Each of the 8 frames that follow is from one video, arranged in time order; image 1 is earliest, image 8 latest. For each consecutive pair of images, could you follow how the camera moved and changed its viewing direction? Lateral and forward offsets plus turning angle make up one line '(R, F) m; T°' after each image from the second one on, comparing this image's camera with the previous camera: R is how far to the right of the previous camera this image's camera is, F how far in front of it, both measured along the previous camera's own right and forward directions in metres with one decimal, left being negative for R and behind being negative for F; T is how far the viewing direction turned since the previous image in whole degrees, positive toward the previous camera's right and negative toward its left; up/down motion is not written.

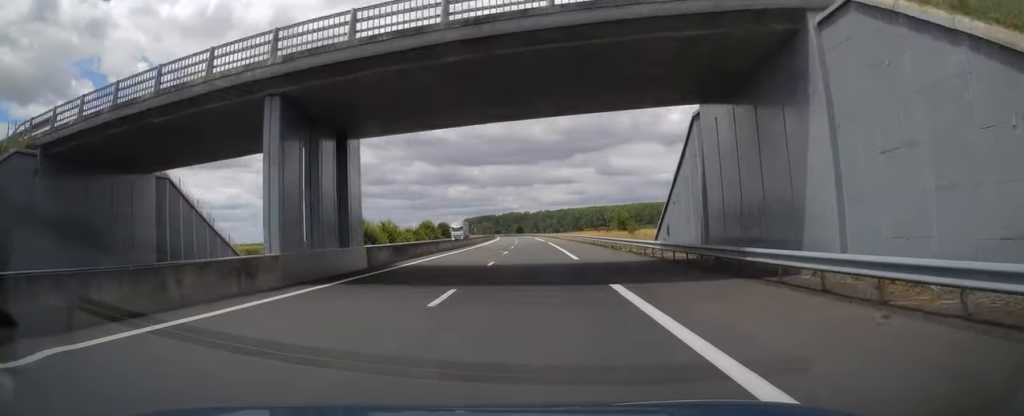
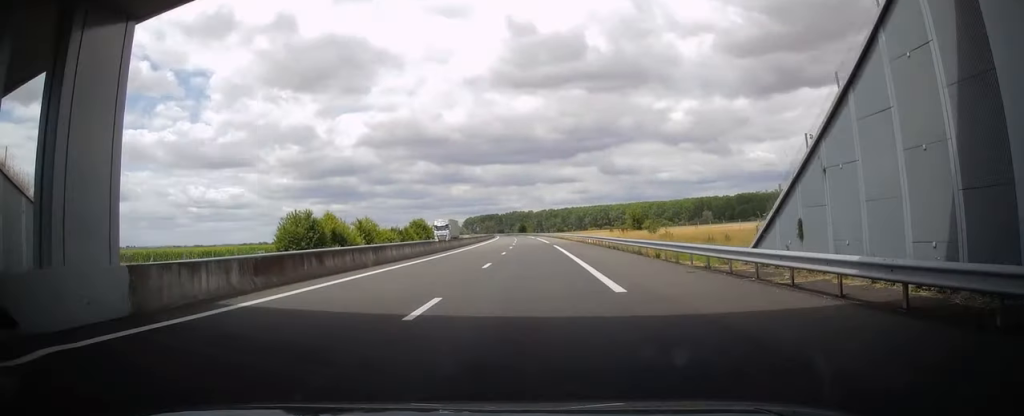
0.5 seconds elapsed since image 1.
(0.0, +14.7) m; 0°
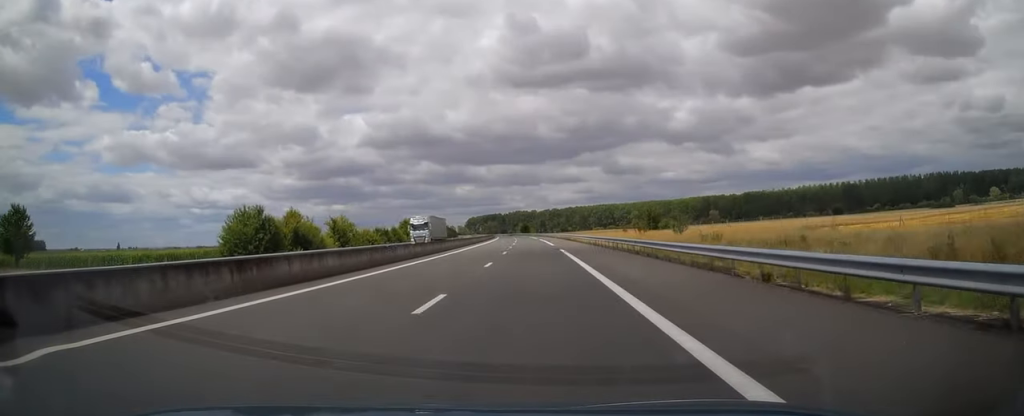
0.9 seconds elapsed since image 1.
(+0.1, +12.3) m; 0°
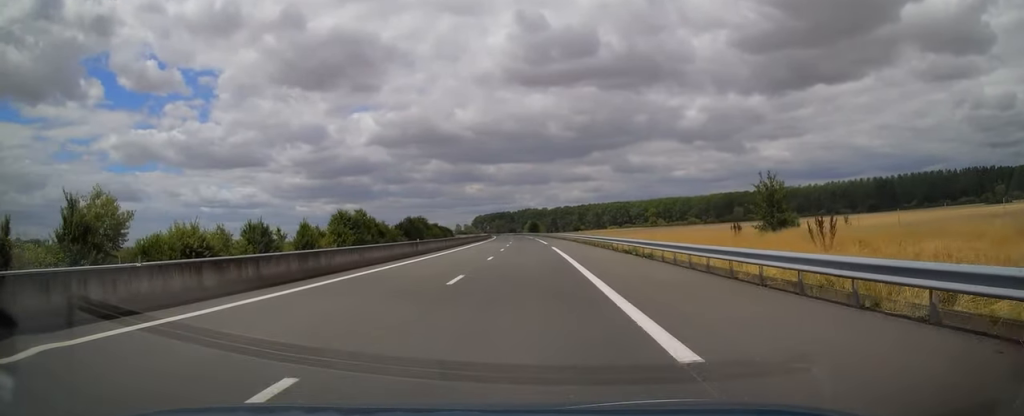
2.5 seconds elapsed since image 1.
(-1.0, +46.4) m; -2°
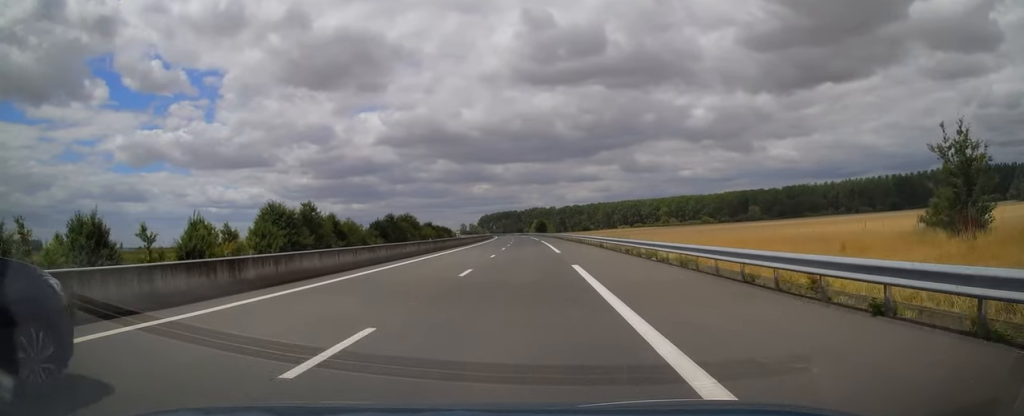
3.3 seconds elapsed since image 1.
(-0.2, +22.9) m; 0°
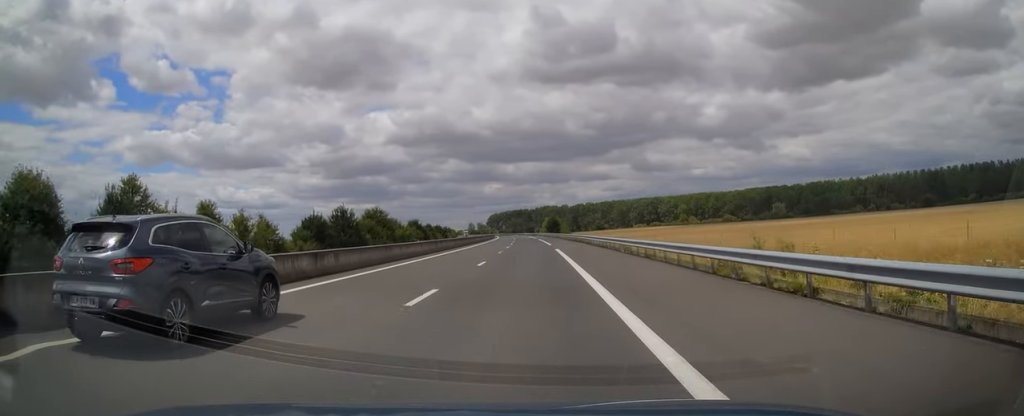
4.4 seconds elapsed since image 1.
(-0.1, +33.2) m; -1°
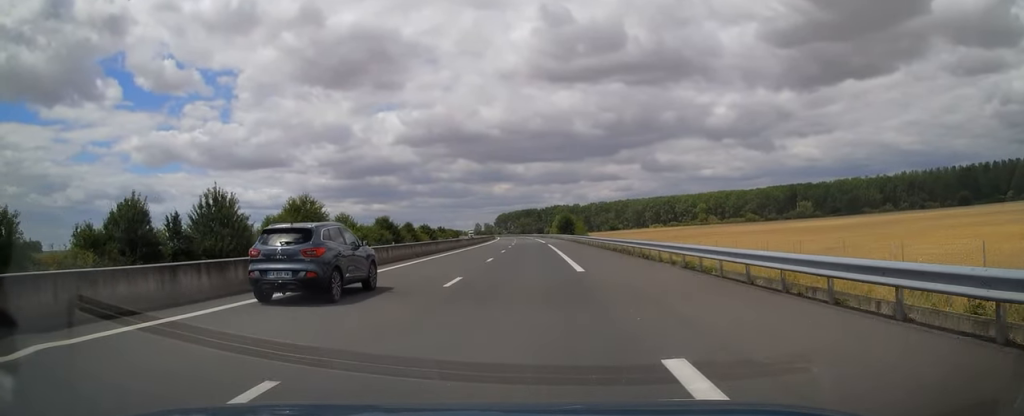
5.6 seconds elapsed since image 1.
(-0.4, +34.7) m; -1°
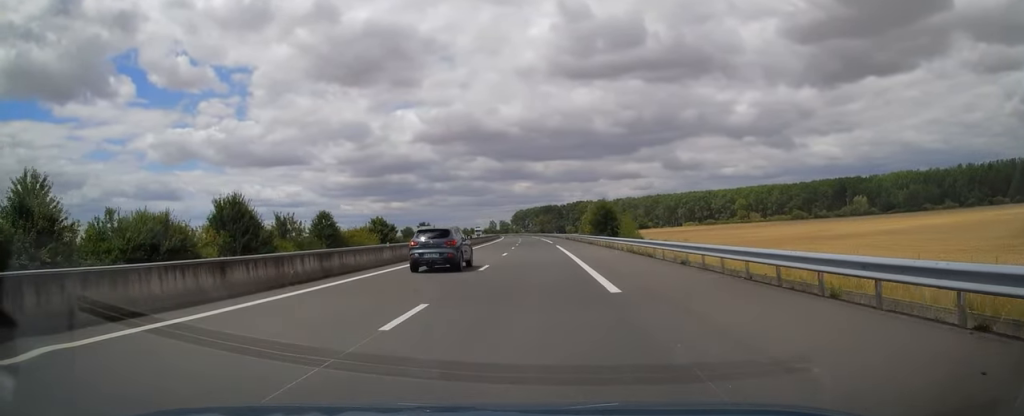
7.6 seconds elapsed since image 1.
(-0.9, +58.4) m; -2°
